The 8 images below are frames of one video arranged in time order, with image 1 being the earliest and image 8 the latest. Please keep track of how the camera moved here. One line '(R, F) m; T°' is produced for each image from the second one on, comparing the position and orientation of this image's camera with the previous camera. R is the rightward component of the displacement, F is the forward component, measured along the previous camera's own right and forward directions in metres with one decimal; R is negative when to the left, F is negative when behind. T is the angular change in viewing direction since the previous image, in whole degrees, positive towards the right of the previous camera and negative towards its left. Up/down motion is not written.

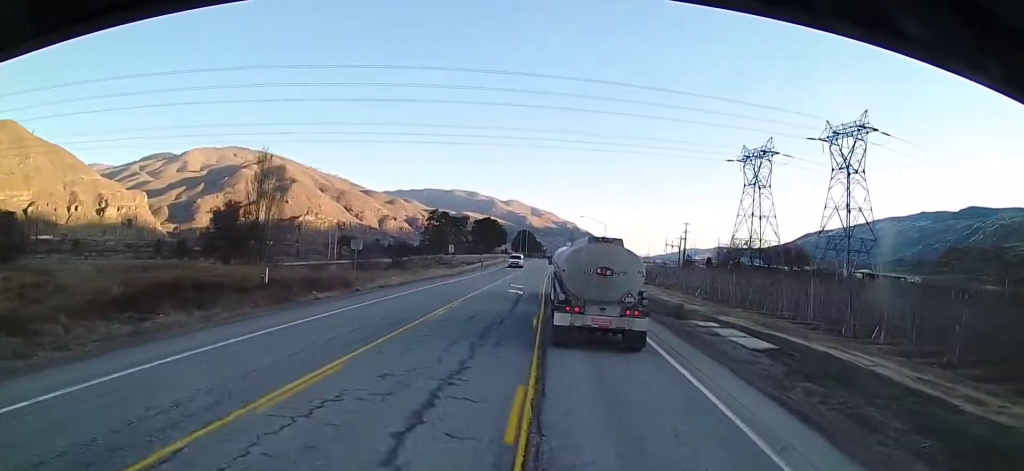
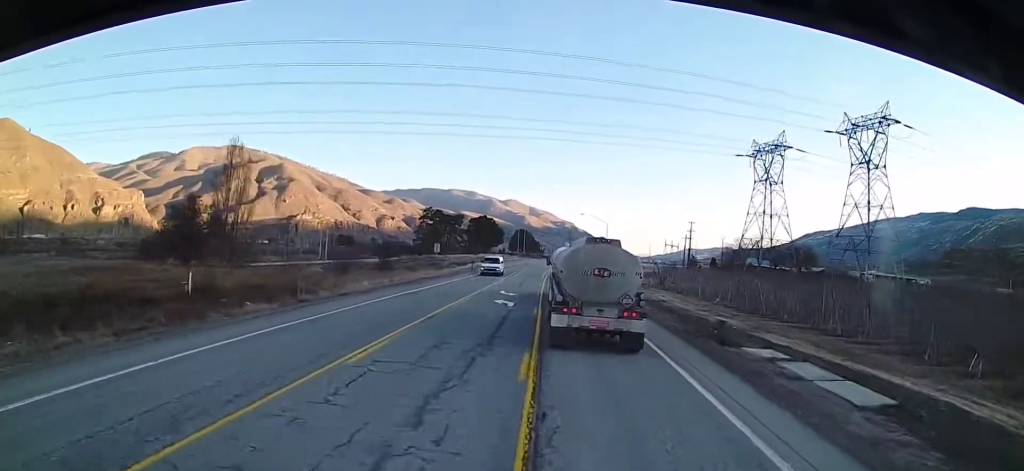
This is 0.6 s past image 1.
(-0.3, +8.2) m; 0°
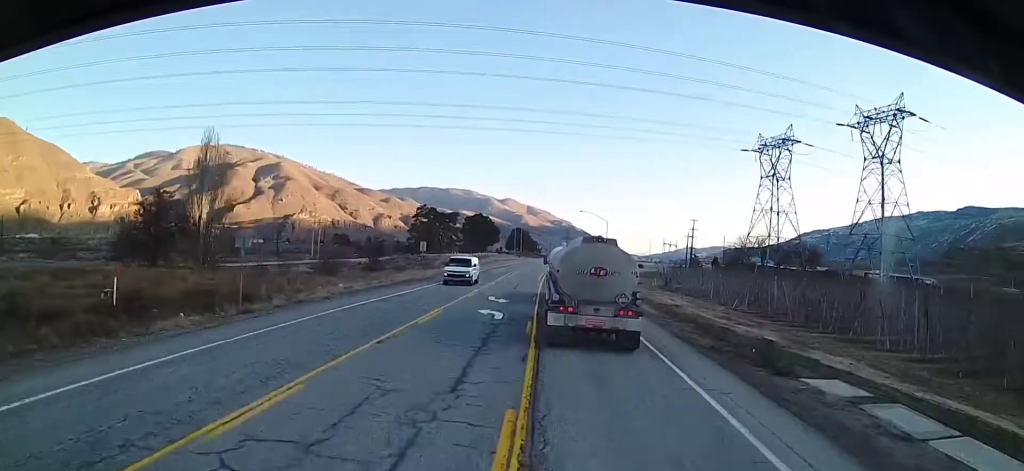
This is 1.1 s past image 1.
(+0.2, +5.6) m; +2°
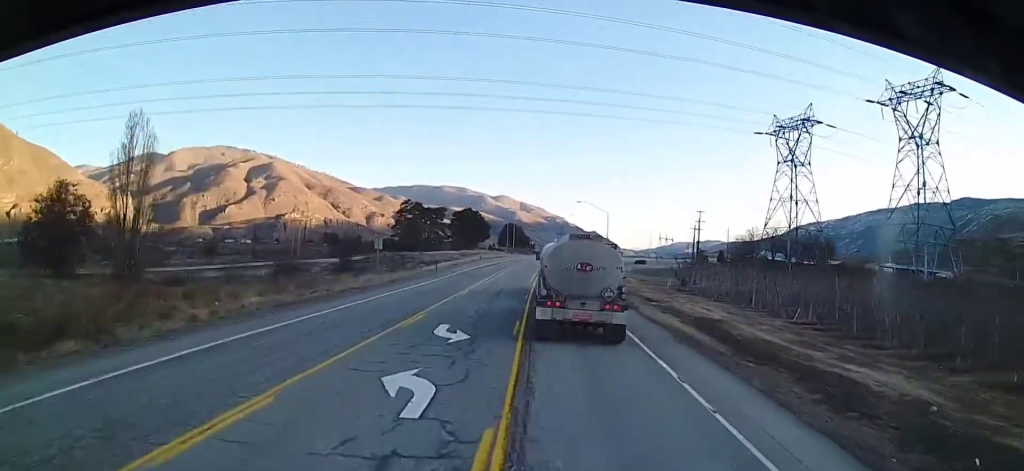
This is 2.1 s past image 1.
(+0.5, +13.6) m; +3°
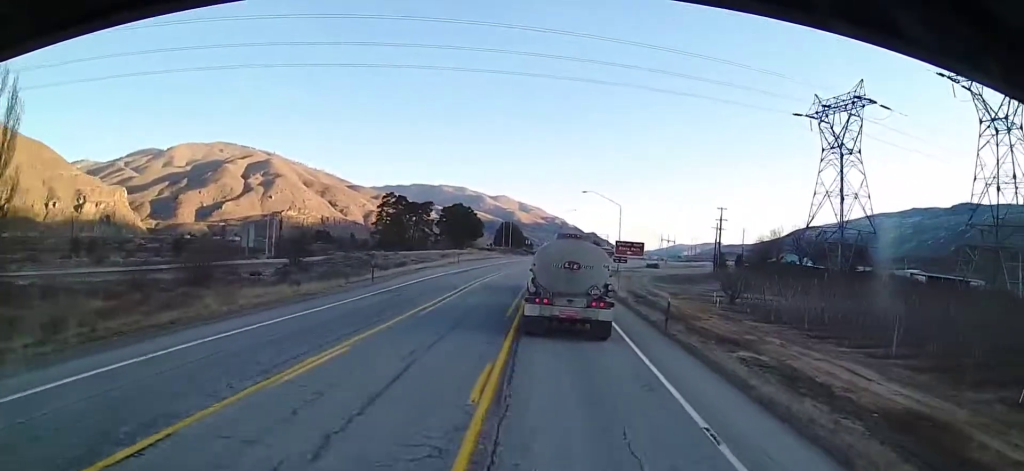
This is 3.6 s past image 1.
(+0.3, +20.1) m; +1°
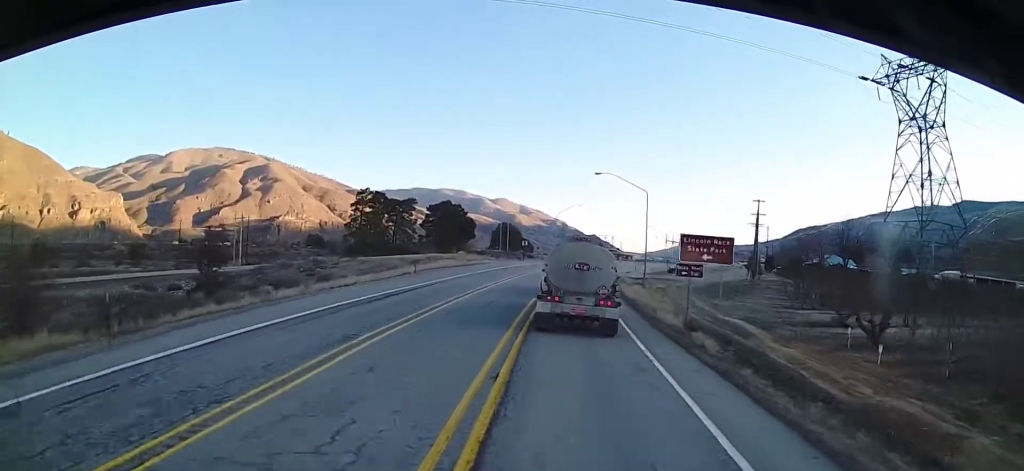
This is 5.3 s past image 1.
(+0.5, +24.1) m; +2°
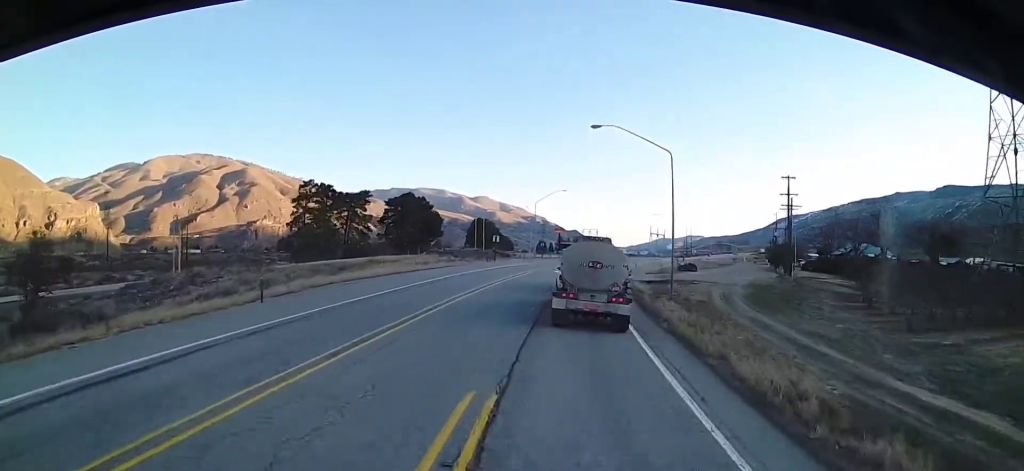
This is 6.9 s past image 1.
(+0.3, +23.0) m; +1°
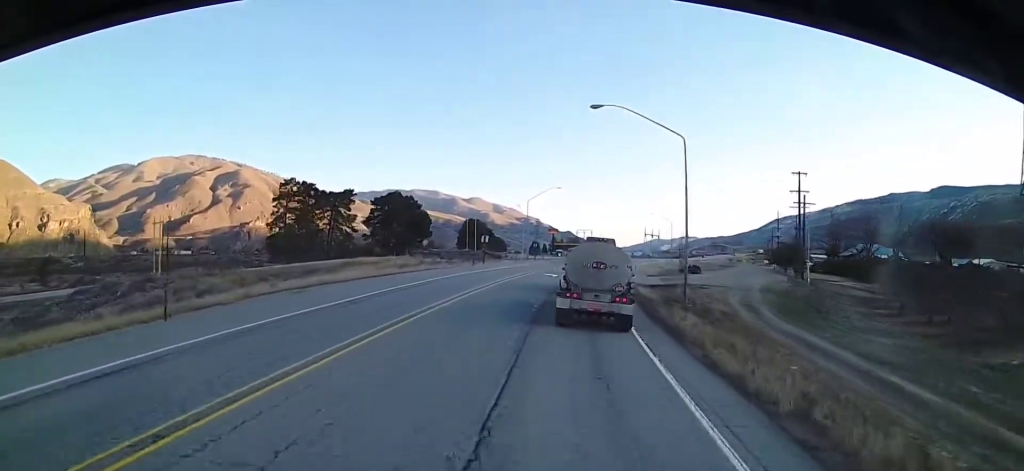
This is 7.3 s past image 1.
(+0.2, +6.1) m; 0°
